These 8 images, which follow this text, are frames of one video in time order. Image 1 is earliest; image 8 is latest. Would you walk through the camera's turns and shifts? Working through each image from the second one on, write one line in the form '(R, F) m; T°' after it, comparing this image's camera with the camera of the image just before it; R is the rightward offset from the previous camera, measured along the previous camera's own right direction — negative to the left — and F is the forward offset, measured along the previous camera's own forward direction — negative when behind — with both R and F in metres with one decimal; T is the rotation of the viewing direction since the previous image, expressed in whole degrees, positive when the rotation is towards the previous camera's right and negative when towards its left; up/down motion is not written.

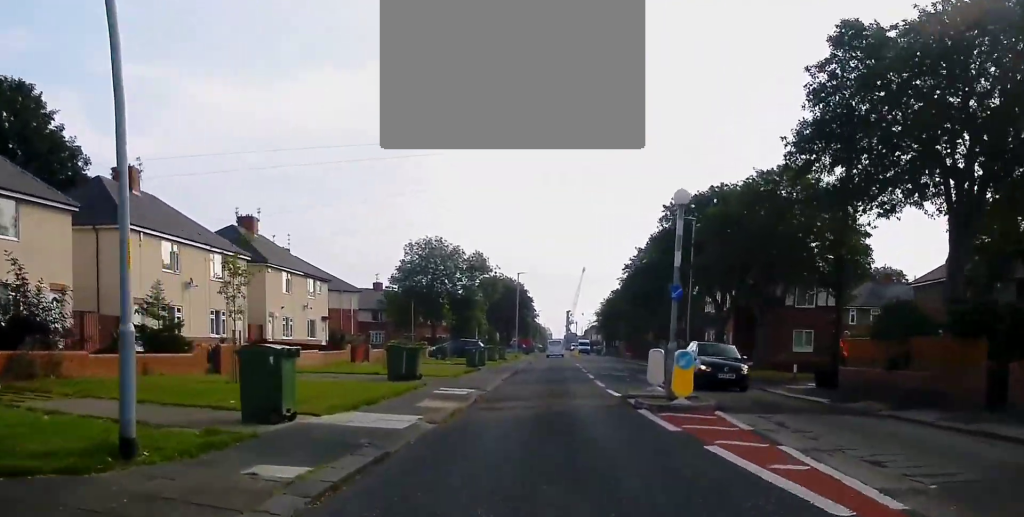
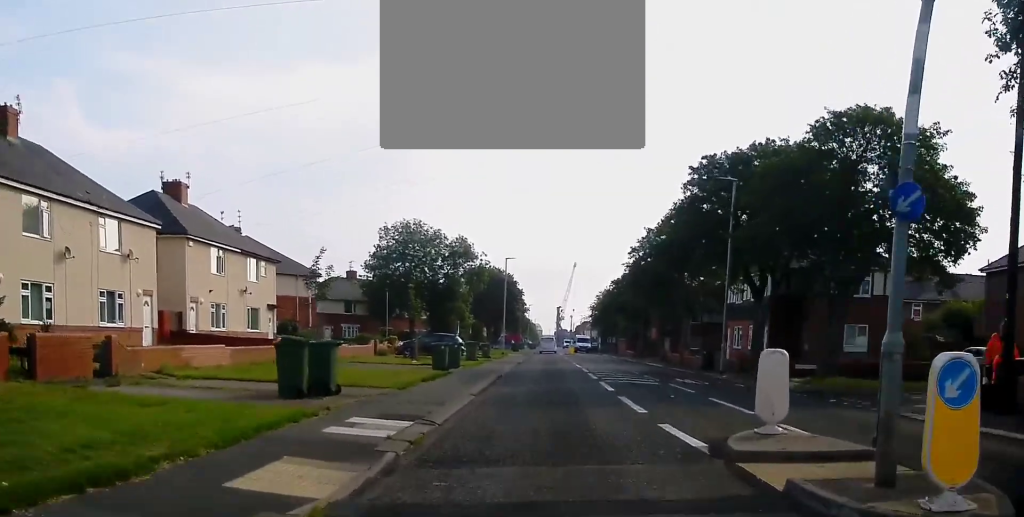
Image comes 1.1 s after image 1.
(+0.2, +9.4) m; 0°
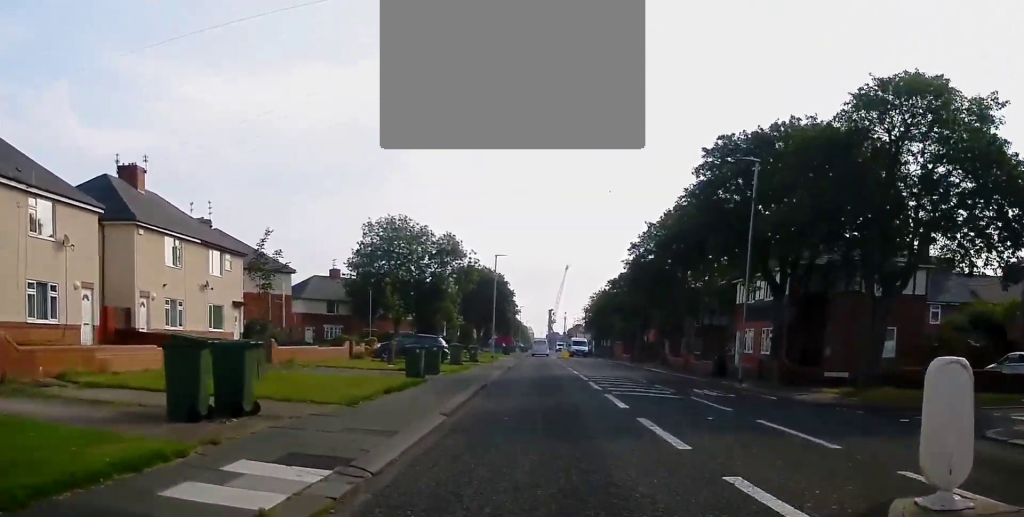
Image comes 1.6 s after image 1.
(-0.1, +4.1) m; 0°
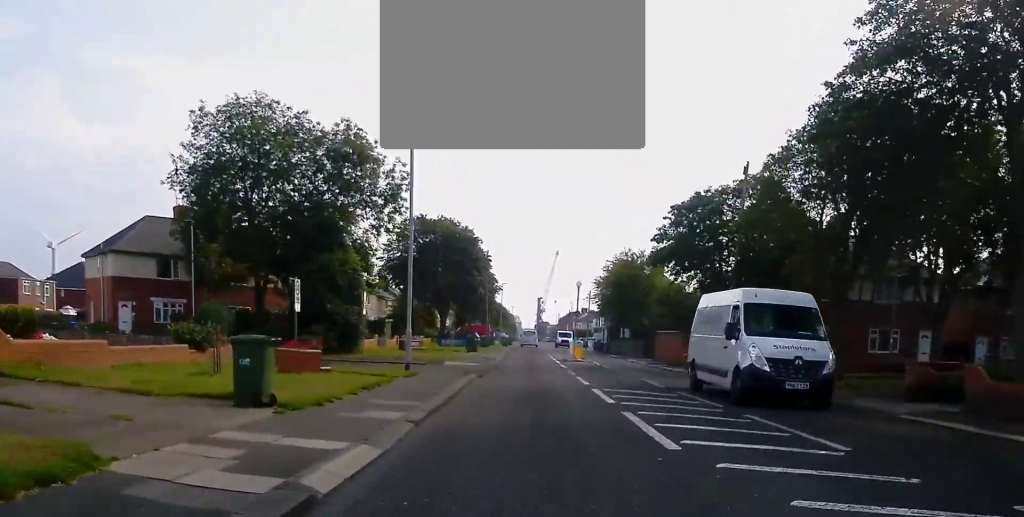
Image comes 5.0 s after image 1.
(+1.4, +37.5) m; +2°
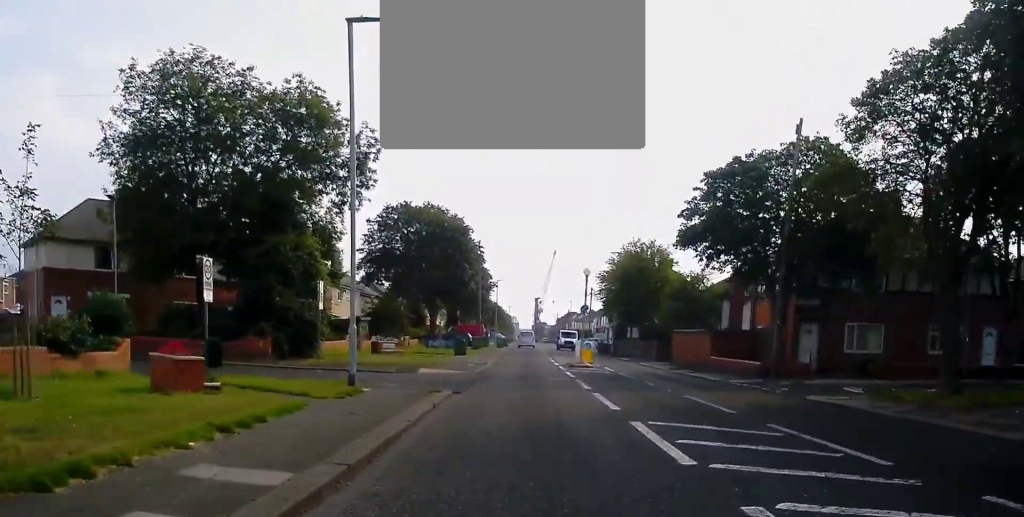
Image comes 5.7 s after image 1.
(-0.1, +7.5) m; -1°
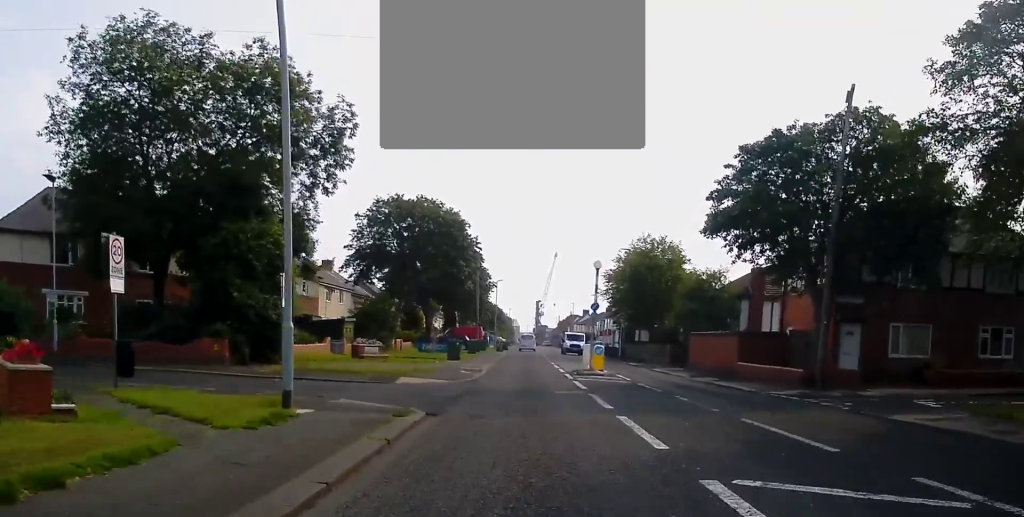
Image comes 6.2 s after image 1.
(0.0, +4.8) m; 0°
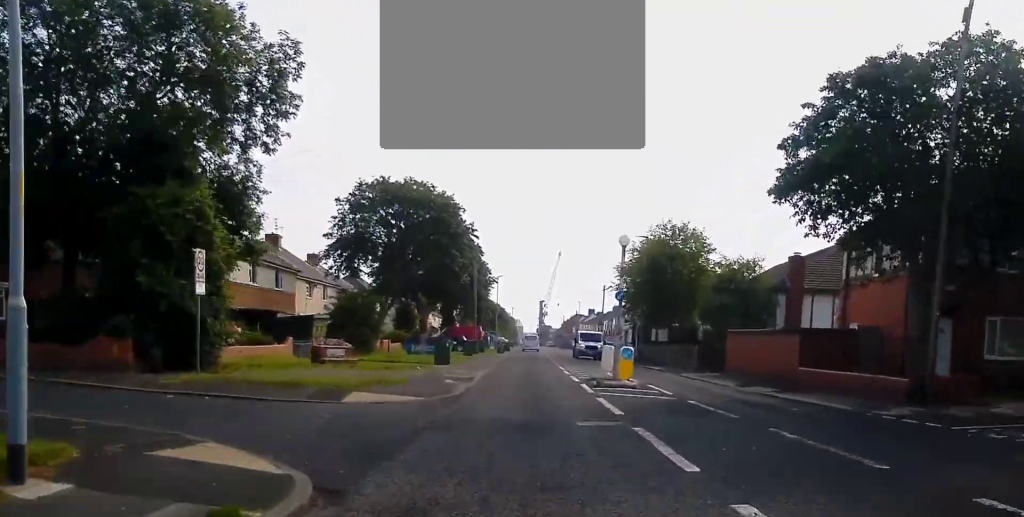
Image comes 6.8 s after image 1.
(0.0, +7.1) m; 0°
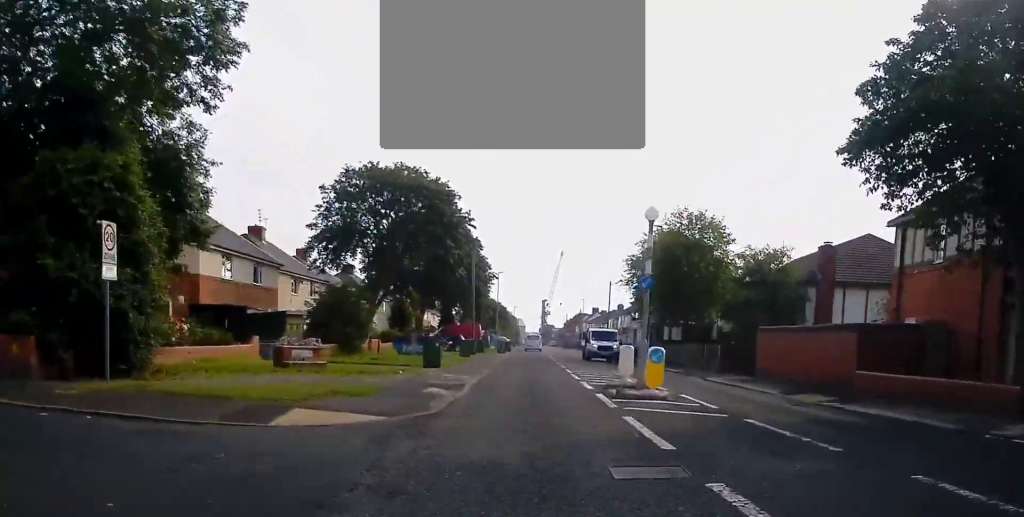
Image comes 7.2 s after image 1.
(0.0, +4.5) m; 0°
